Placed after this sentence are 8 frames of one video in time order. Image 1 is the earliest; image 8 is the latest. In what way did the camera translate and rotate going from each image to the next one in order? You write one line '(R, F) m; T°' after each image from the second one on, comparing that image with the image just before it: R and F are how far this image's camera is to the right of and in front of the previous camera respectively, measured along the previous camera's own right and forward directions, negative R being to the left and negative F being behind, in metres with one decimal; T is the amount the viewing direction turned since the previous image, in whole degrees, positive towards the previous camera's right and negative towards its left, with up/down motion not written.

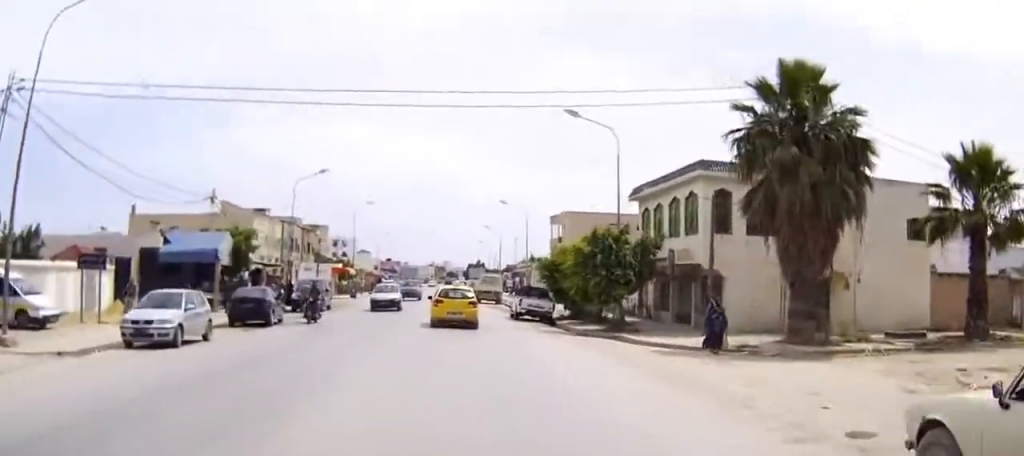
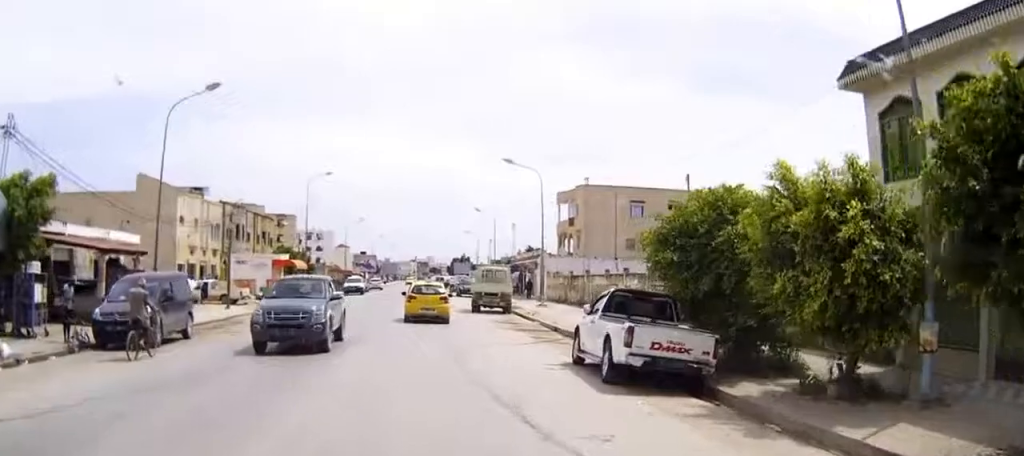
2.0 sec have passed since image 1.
(+0.6, +25.2) m; +1°
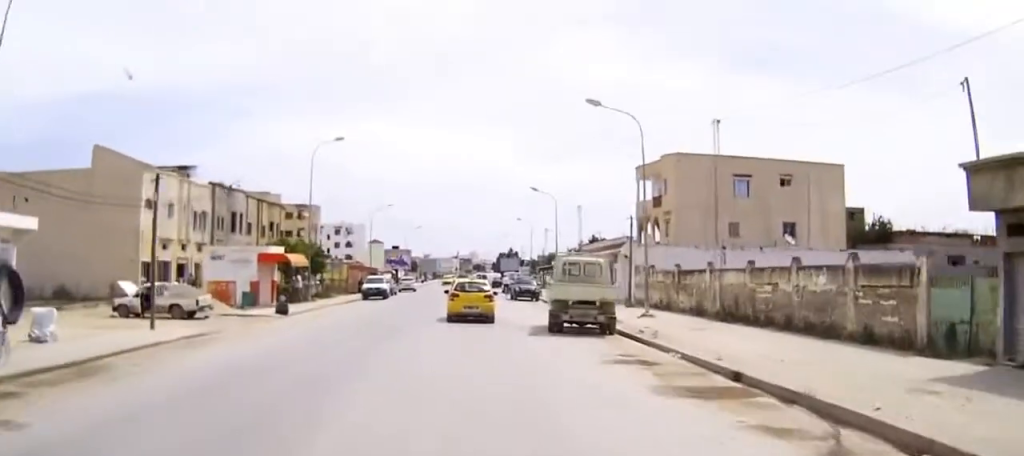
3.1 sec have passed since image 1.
(-0.1, +15.1) m; 0°
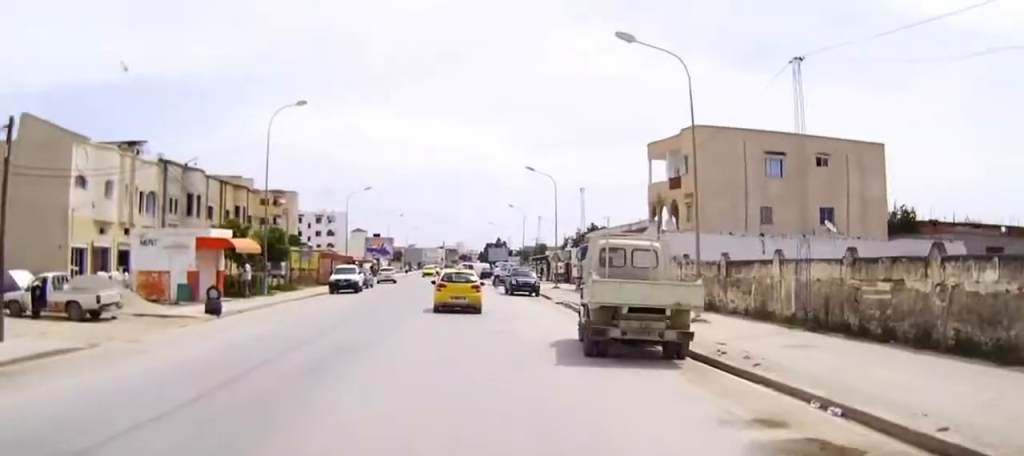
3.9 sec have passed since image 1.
(+0.1, +9.2) m; 0°
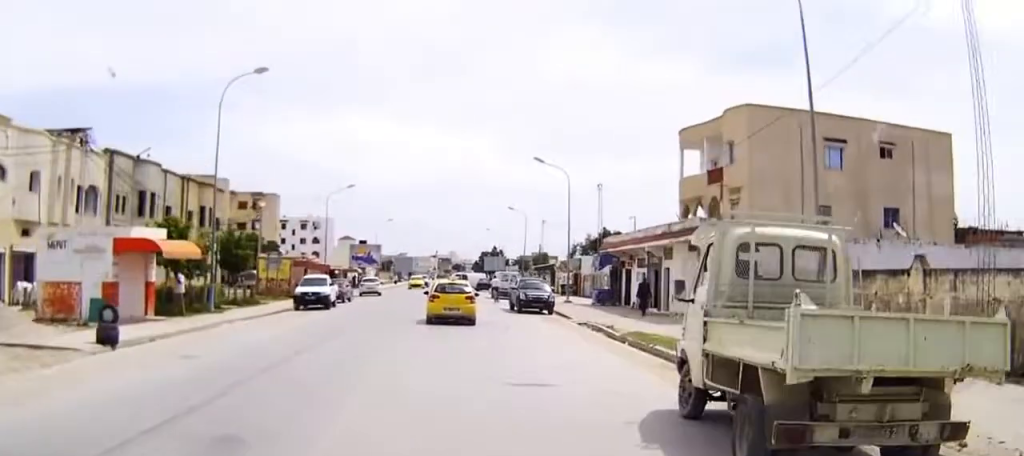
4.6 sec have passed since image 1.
(+0.1, +8.7) m; 0°
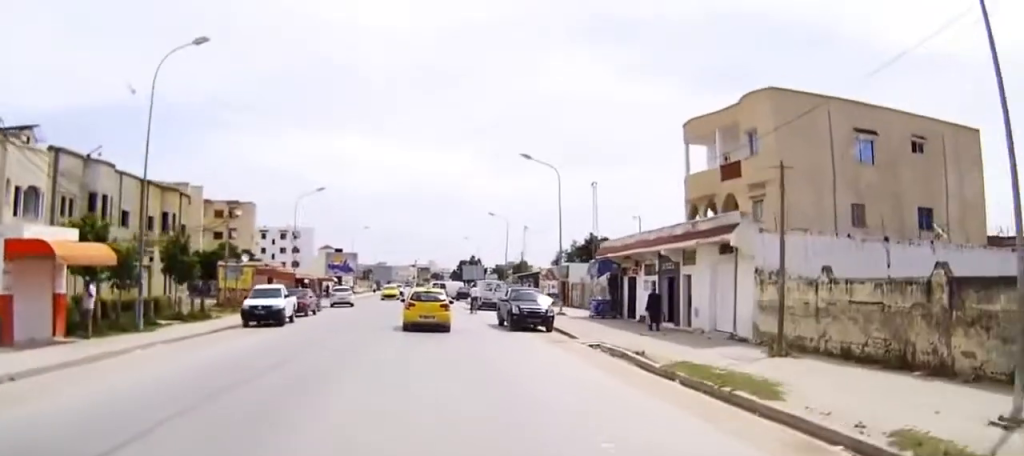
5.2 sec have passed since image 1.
(0.0, +8.1) m; 0°
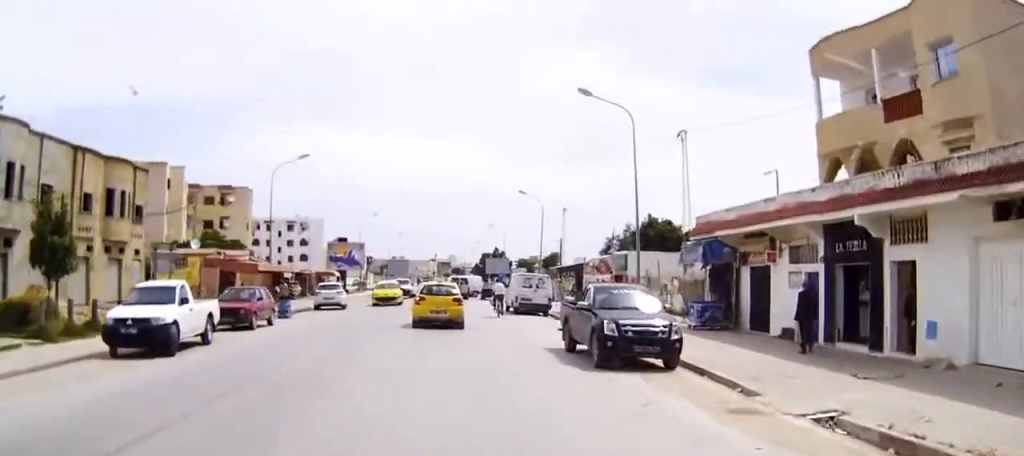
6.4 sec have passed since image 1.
(0.0, +14.3) m; 0°
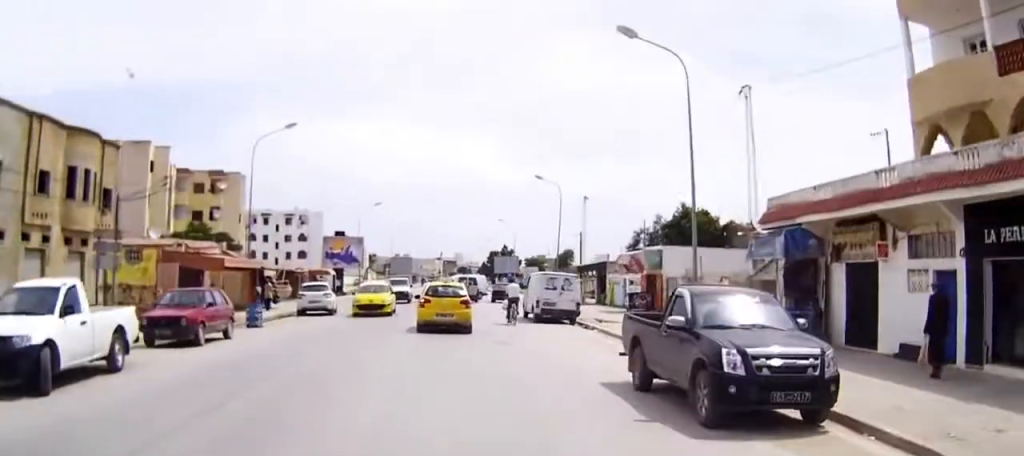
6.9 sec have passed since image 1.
(0.0, +5.5) m; 0°
